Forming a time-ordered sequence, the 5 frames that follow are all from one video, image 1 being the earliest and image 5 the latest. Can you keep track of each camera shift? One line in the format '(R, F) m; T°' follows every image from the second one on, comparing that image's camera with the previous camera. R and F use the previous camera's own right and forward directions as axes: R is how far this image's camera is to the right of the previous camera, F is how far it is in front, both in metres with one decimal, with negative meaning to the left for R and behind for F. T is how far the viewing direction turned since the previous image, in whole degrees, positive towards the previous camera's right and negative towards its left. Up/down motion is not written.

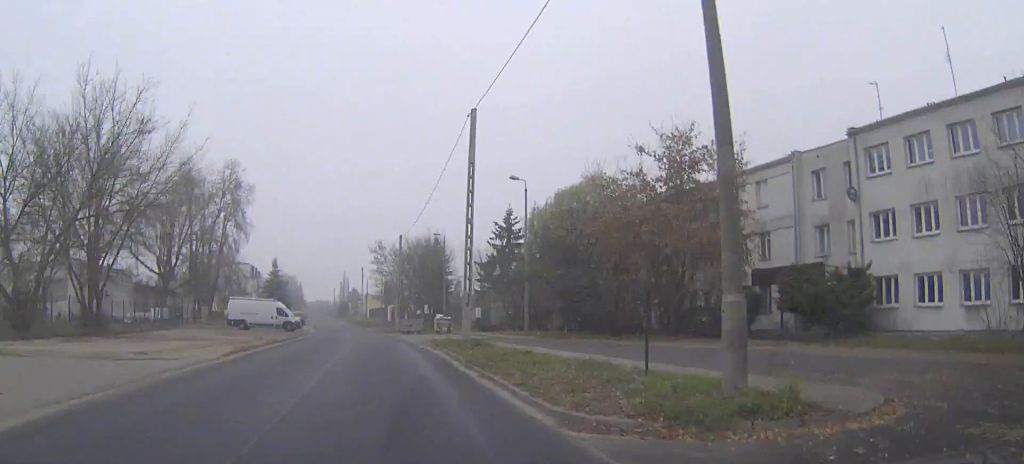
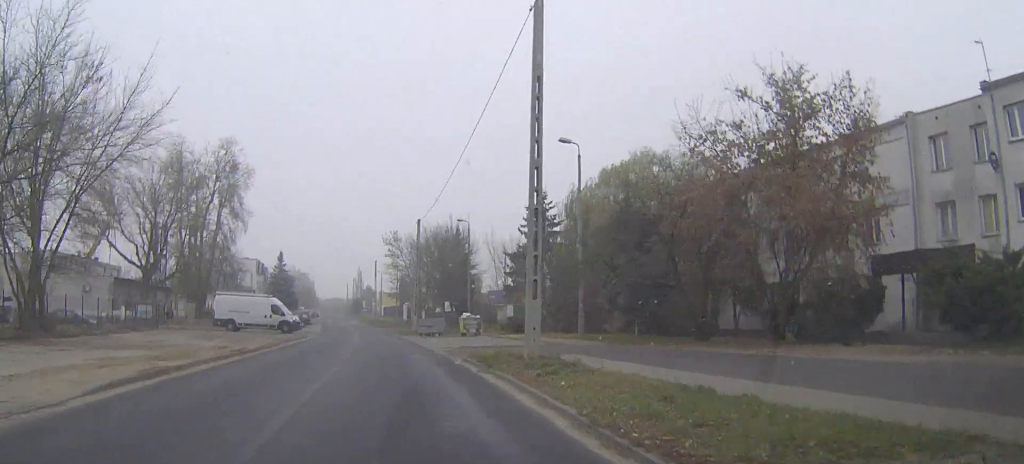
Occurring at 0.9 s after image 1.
(-0.2, +9.4) m; -2°
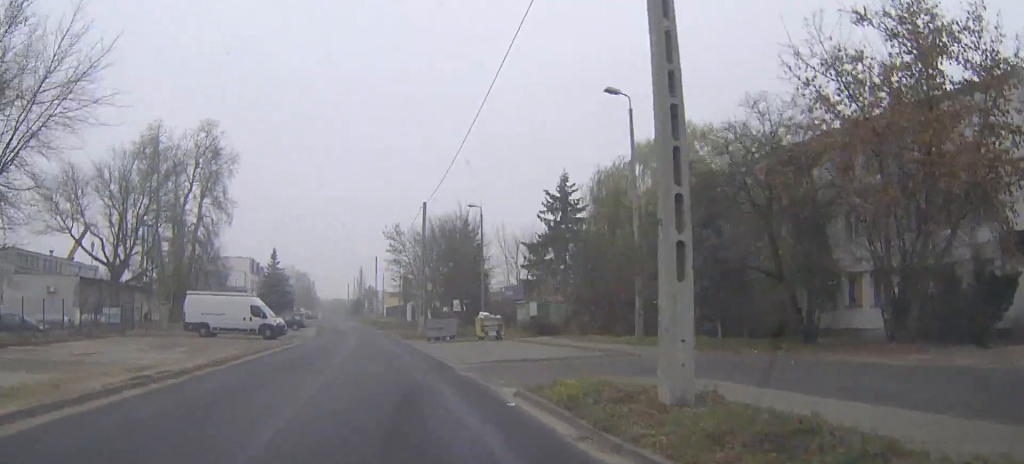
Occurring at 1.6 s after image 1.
(-0.1, +7.8) m; -1°
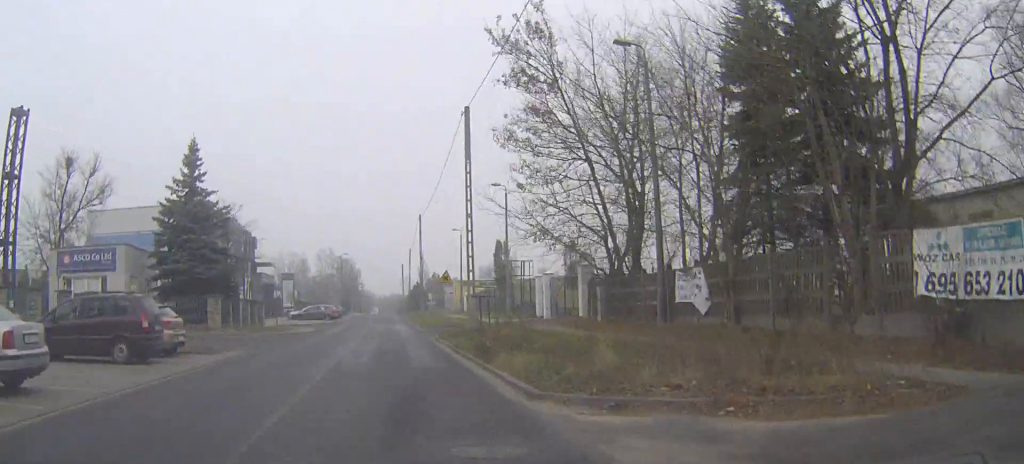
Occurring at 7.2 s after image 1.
(-2.7, +63.3) m; -5°
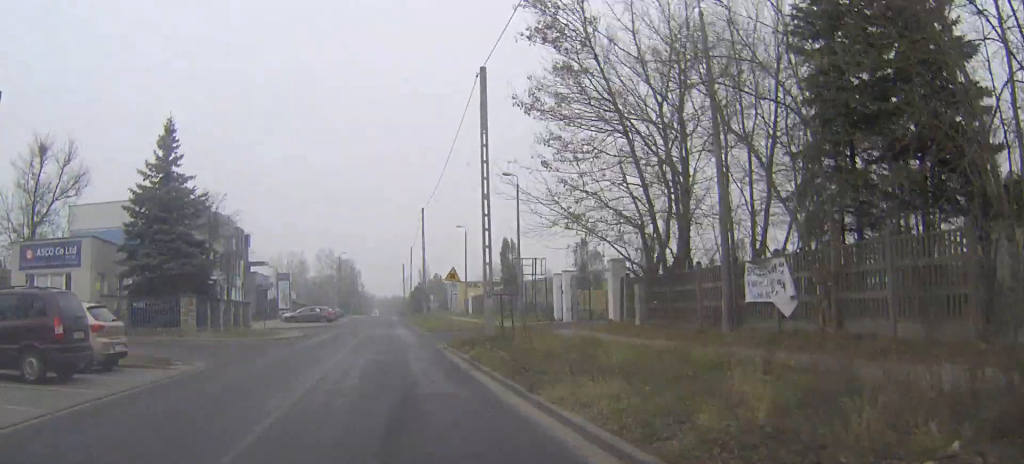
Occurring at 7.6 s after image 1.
(0.0, +4.7) m; 0°
